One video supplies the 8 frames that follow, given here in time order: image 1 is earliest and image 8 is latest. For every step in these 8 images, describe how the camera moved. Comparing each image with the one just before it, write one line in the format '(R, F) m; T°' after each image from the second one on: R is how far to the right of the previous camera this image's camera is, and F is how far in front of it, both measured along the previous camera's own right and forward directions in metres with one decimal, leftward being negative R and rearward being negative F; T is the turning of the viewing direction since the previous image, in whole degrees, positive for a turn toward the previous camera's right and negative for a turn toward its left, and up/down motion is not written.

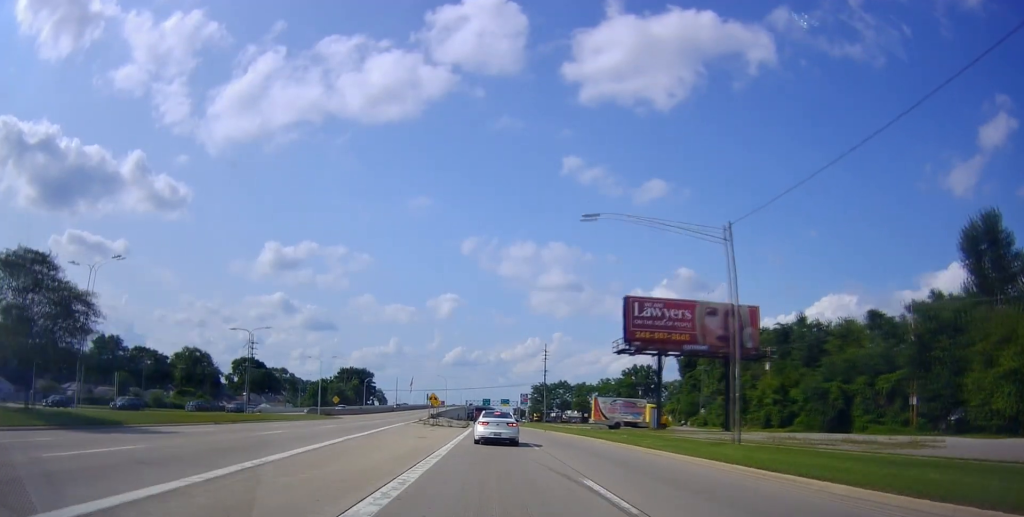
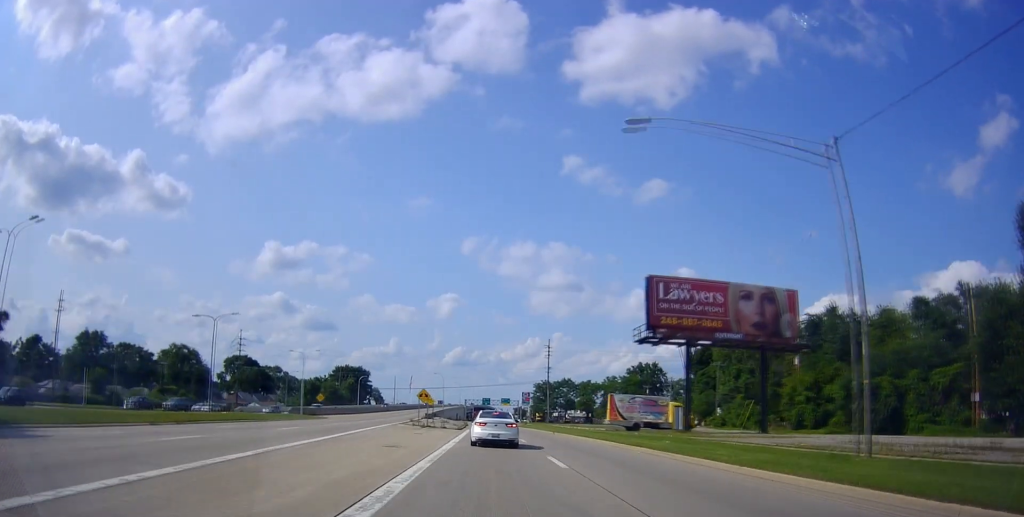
(-0.1, +8.8) m; -1°
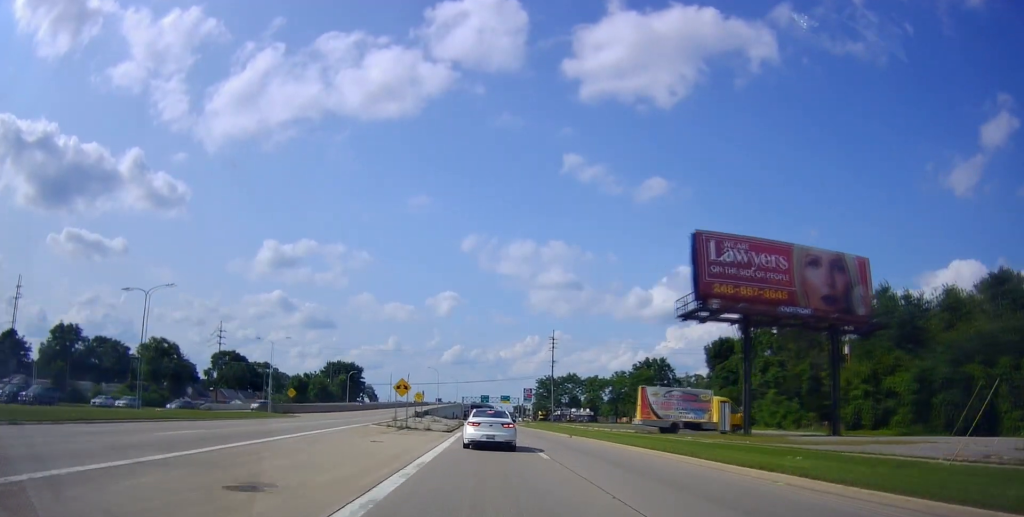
(-0.1, +12.2) m; 0°
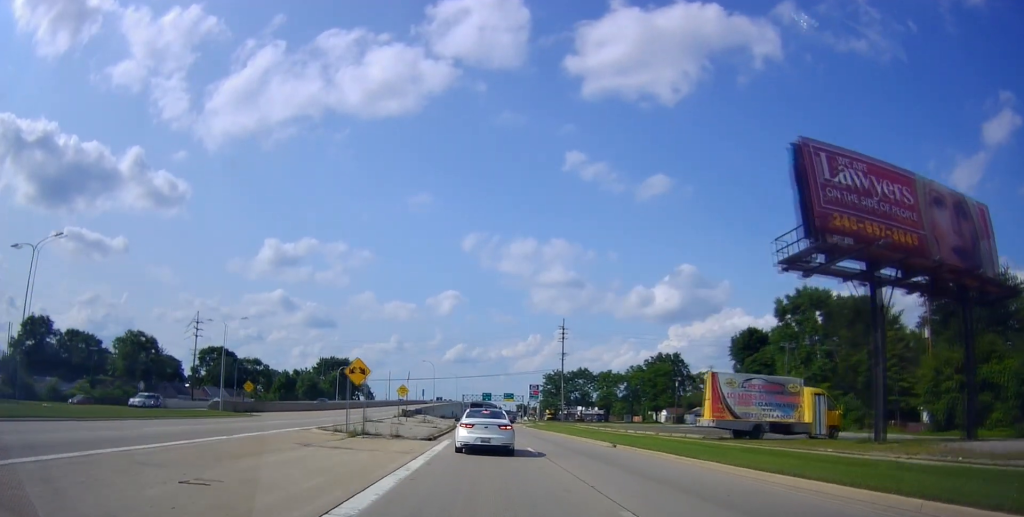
(+0.1, +14.6) m; 0°
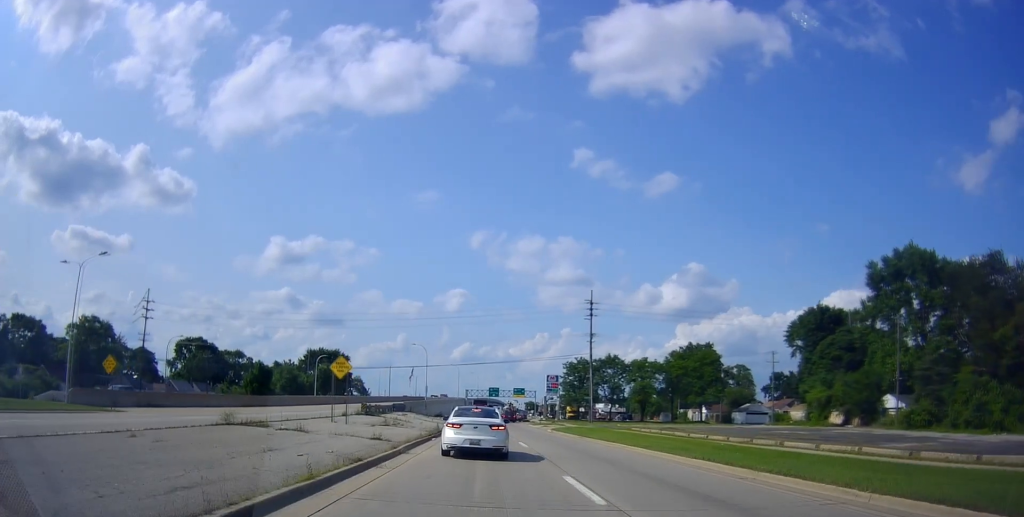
(-1.0, +26.2) m; -3°
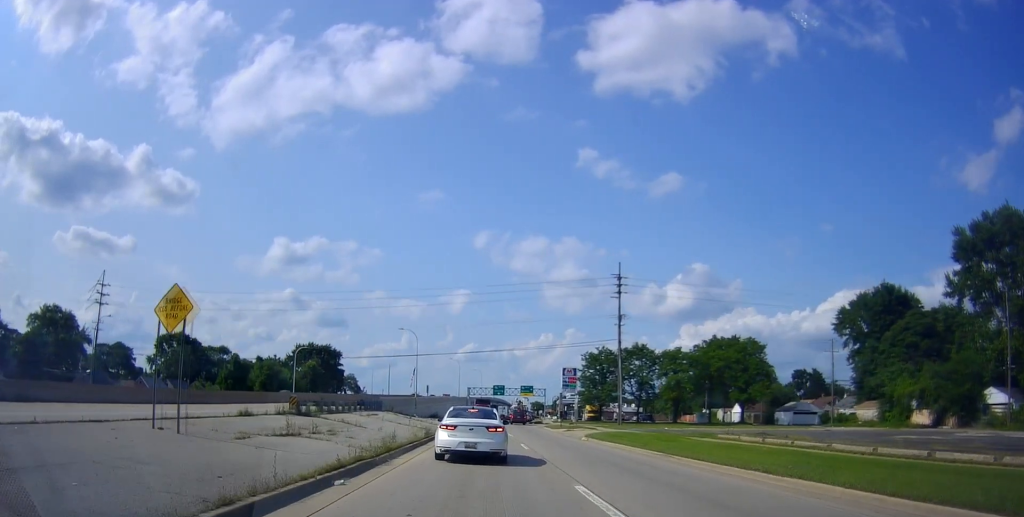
(+0.3, +17.4) m; +2°
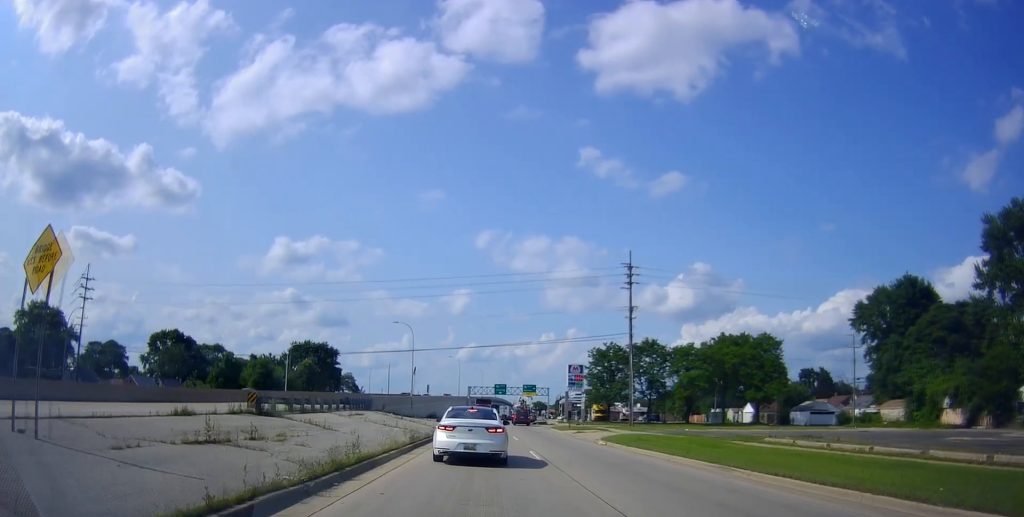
(0.0, +5.2) m; 0°
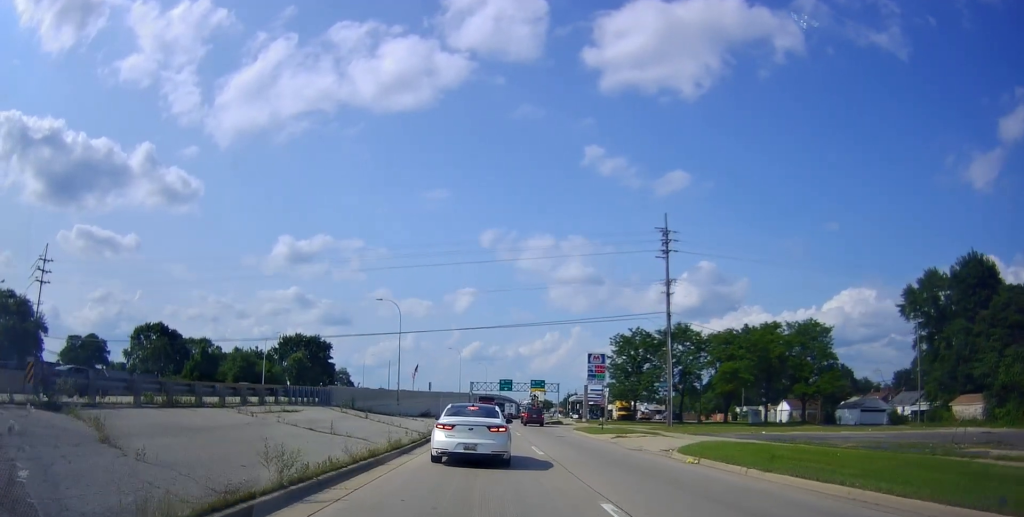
(+0.2, +12.8) m; -1°
